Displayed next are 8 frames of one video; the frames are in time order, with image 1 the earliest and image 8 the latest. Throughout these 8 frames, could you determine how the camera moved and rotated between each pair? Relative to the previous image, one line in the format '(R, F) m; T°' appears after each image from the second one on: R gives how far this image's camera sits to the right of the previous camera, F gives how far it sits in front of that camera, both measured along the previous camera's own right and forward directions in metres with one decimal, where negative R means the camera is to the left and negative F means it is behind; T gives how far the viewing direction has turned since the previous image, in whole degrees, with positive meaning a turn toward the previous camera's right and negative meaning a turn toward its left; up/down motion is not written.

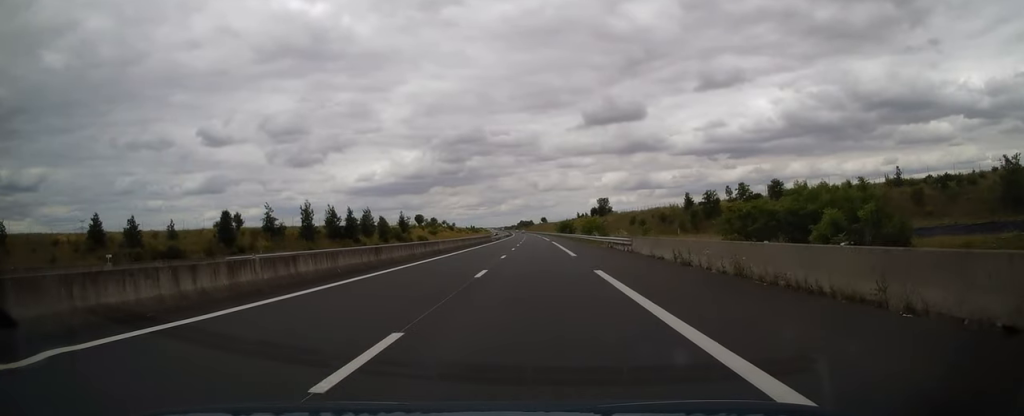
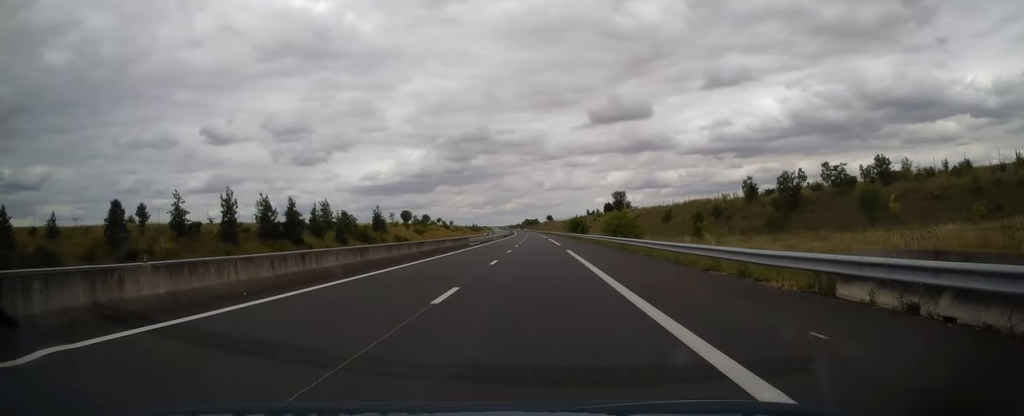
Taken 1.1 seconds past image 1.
(0.0, +32.3) m; 0°
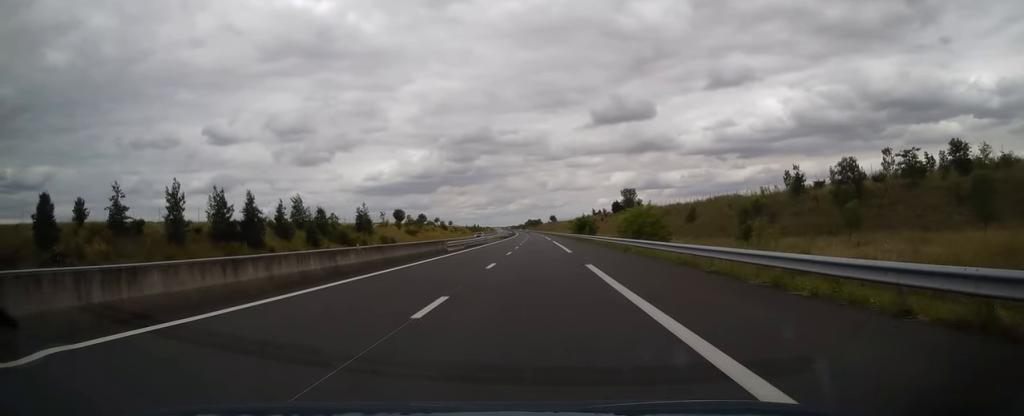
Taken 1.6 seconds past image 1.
(-0.1, +14.7) m; 0°
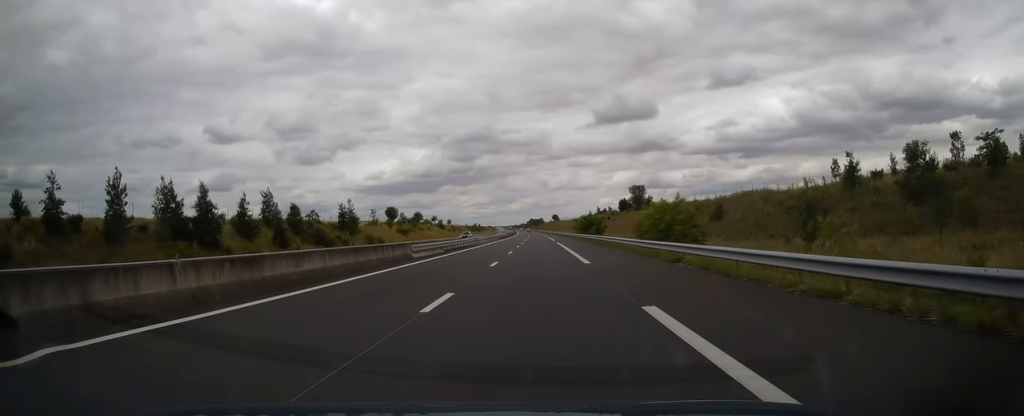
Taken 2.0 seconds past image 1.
(0.0, +12.2) m; 0°
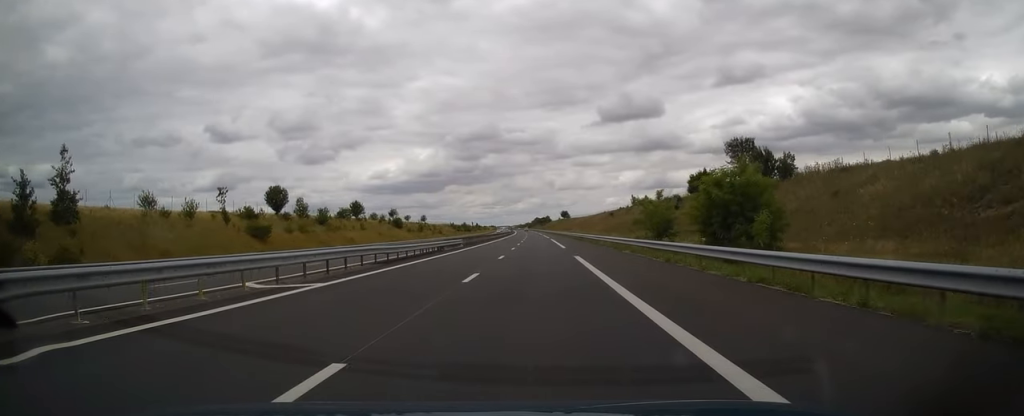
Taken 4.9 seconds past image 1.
(-0.1, +84.2) m; 0°
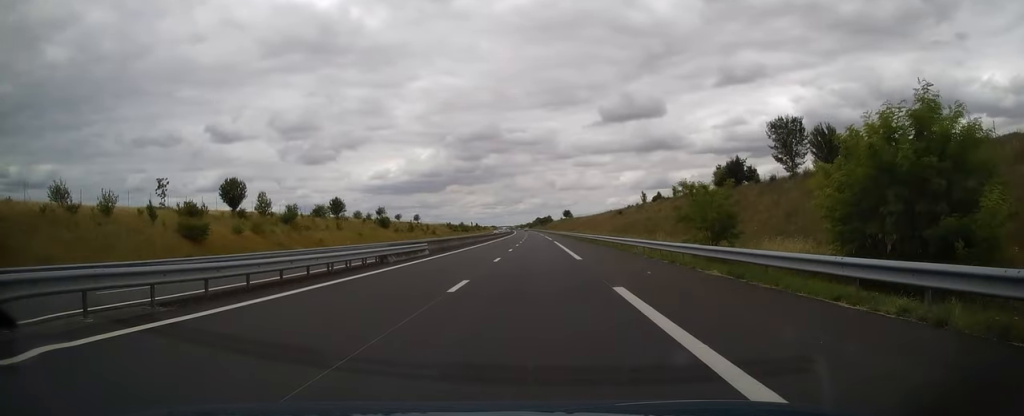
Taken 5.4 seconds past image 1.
(+0.1, +15.6) m; 0°
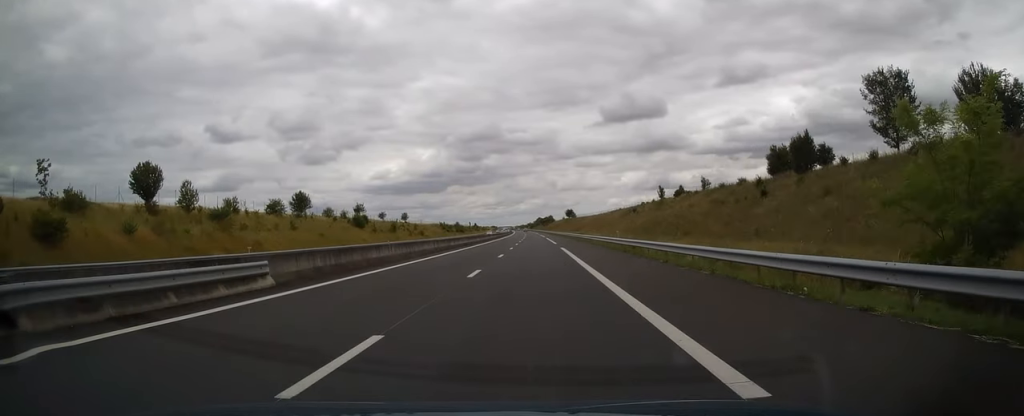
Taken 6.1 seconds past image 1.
(-0.3, +21.5) m; 0°
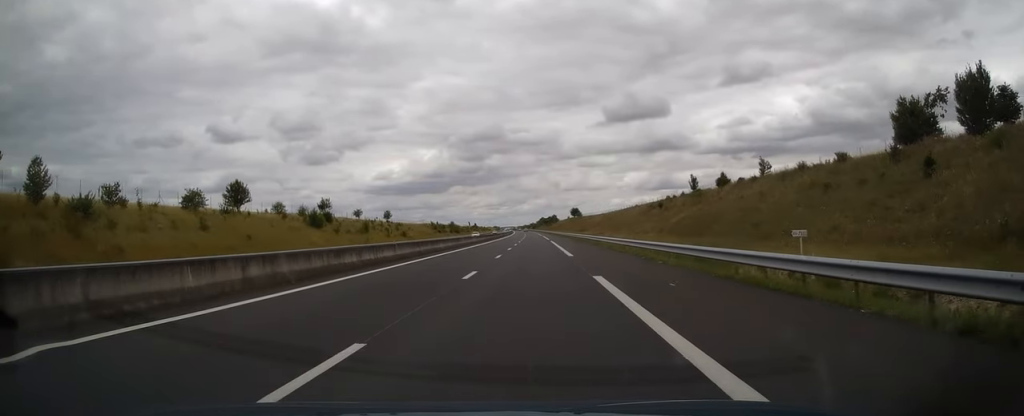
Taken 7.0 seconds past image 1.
(+0.1, +26.4) m; 0°
